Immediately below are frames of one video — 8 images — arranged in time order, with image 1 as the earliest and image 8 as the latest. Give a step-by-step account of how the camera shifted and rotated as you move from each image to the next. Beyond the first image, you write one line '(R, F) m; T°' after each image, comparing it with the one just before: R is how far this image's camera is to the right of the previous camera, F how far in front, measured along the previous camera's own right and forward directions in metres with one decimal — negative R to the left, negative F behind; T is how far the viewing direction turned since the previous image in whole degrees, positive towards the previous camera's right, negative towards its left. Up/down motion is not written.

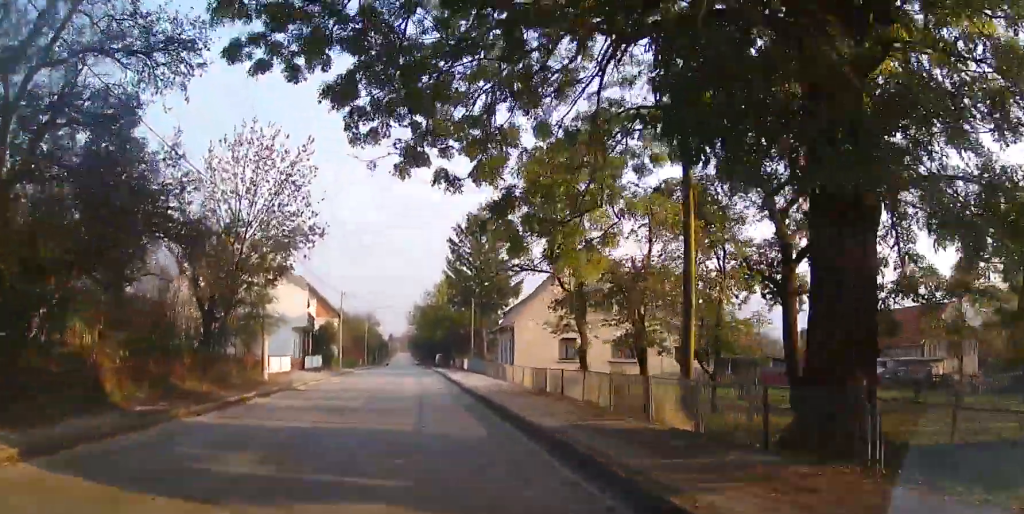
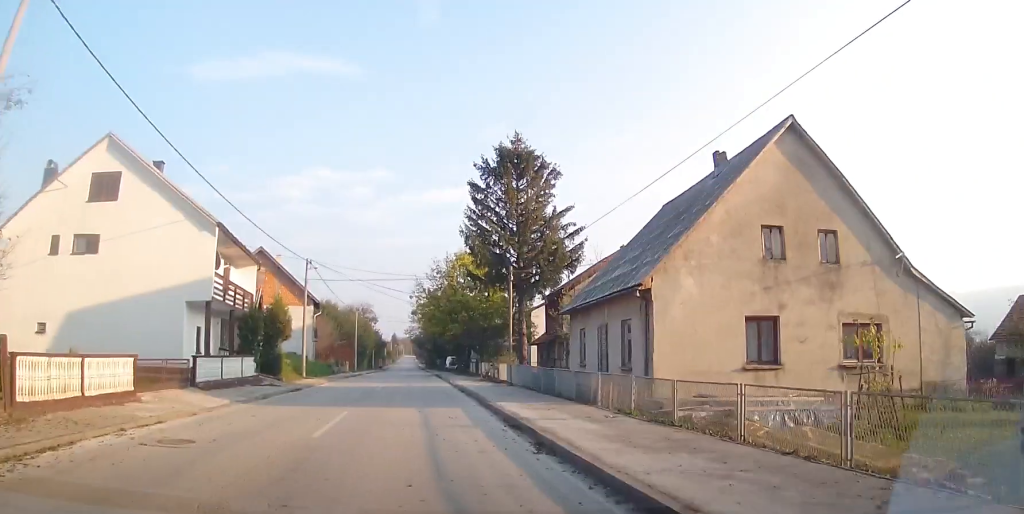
(-0.3, +21.0) m; -1°
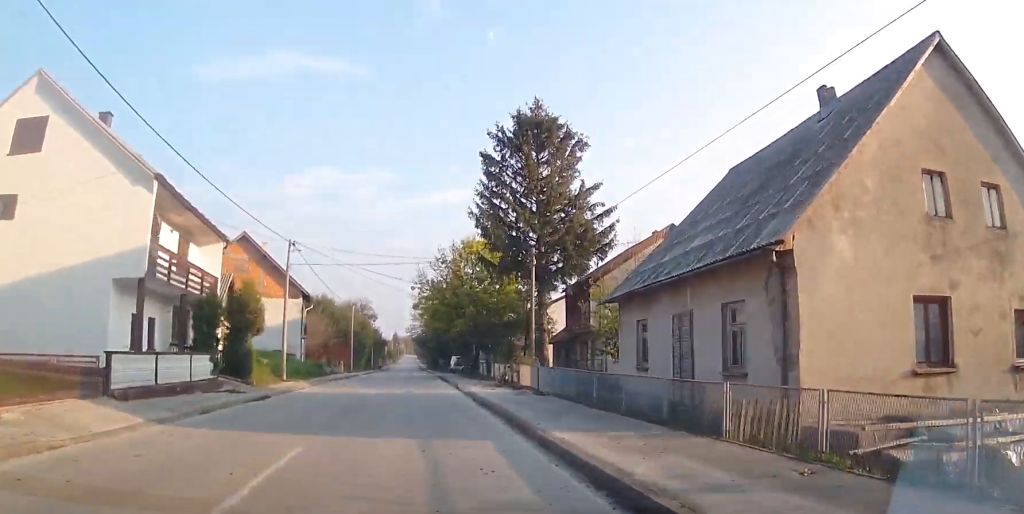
(0.0, +6.2) m; 0°
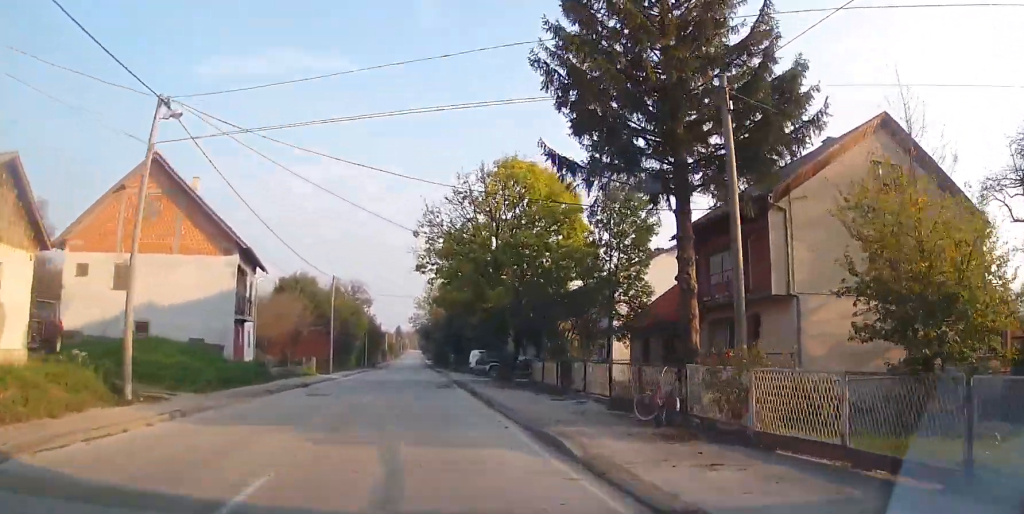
(+0.2, +18.7) m; 0°
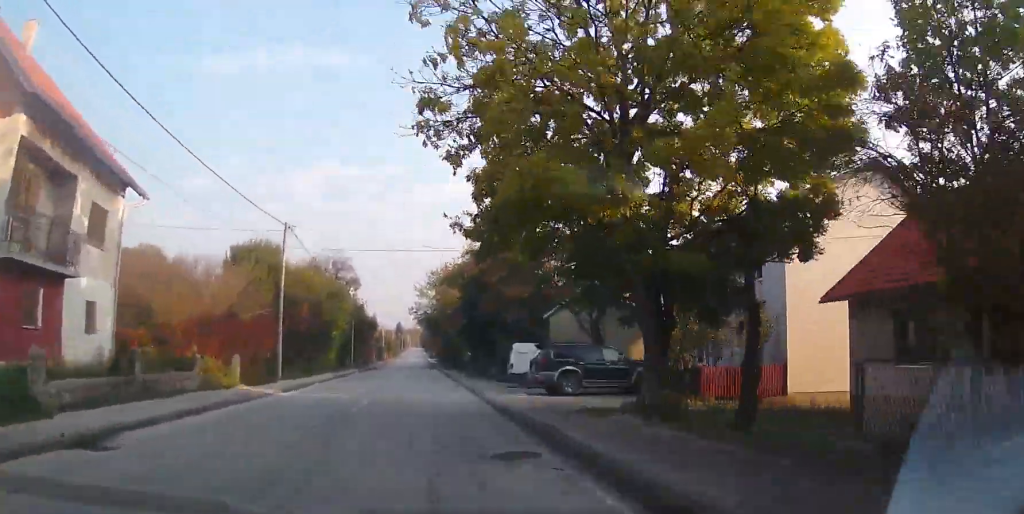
(0.0, +18.9) m; +1°
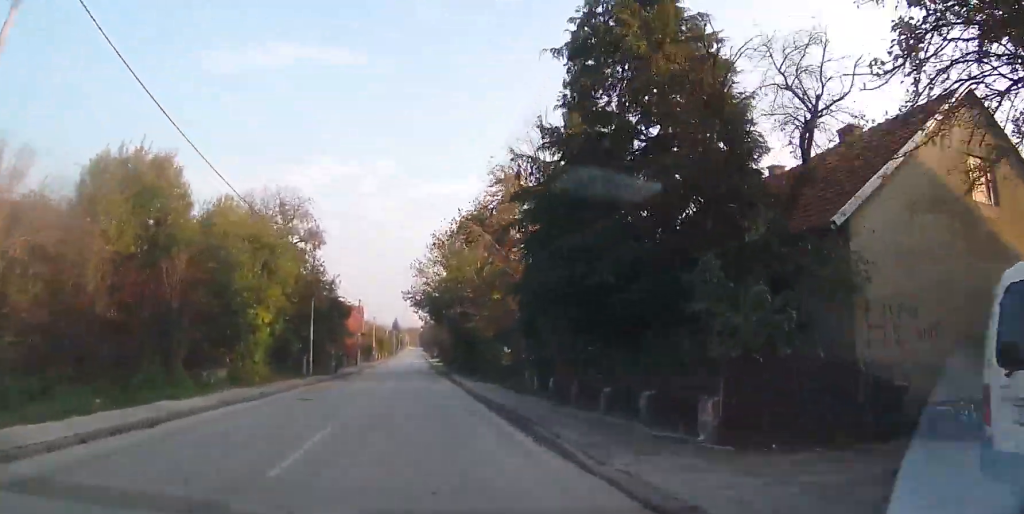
(+0.1, +23.2) m; -2°
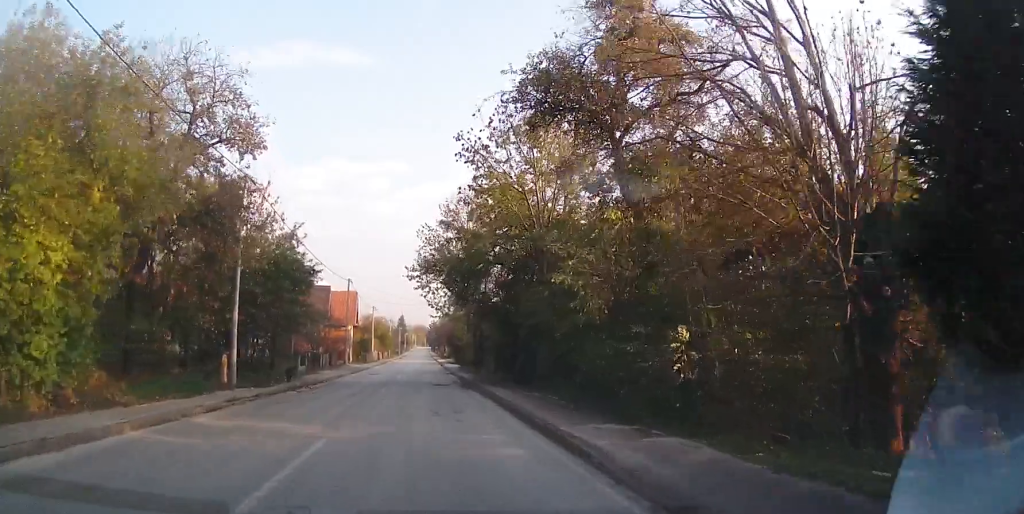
(-0.5, +18.0) m; 0°
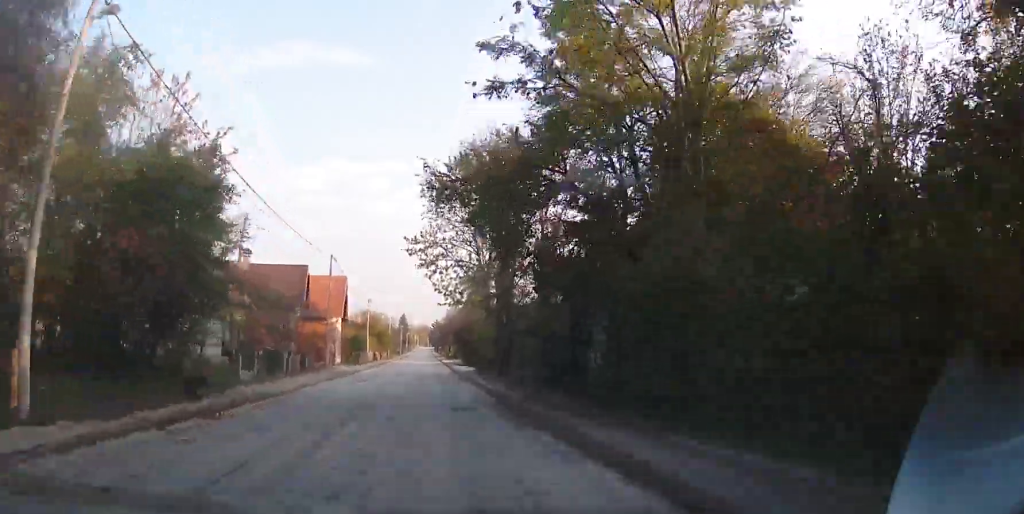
(+0.5, +12.8) m; 0°
